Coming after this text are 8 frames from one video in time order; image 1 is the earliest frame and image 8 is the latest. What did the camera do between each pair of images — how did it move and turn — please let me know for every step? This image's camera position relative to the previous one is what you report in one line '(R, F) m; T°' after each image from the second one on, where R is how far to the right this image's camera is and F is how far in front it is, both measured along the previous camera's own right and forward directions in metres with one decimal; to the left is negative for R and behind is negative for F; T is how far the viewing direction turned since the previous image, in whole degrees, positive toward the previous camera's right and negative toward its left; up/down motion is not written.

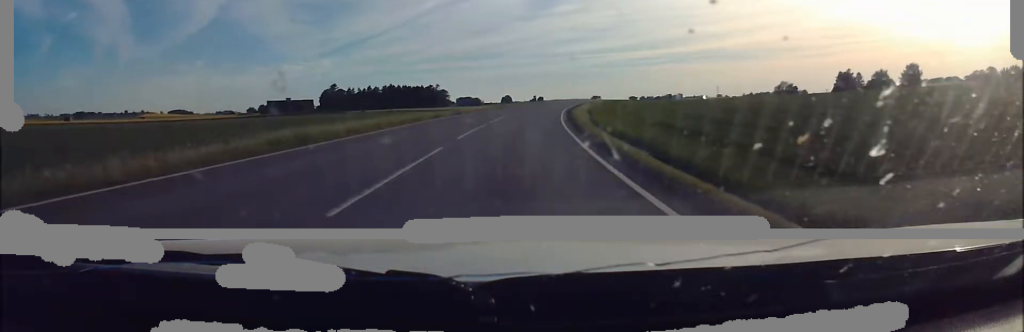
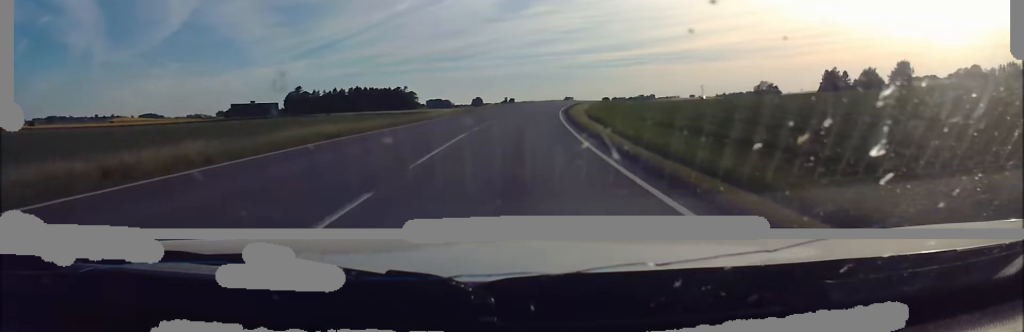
(+0.3, +20.8) m; +3°
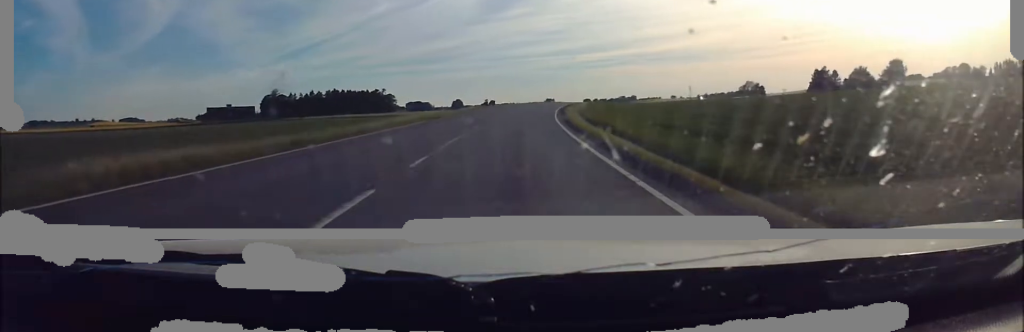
(+0.2, +12.5) m; +2°
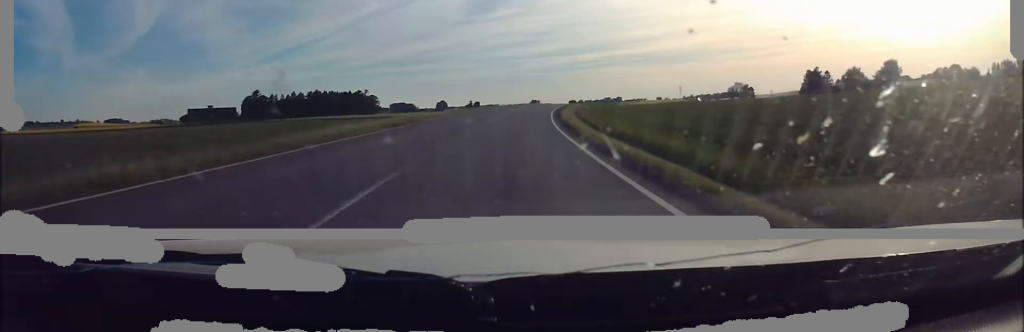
(+0.2, +10.5) m; +1°
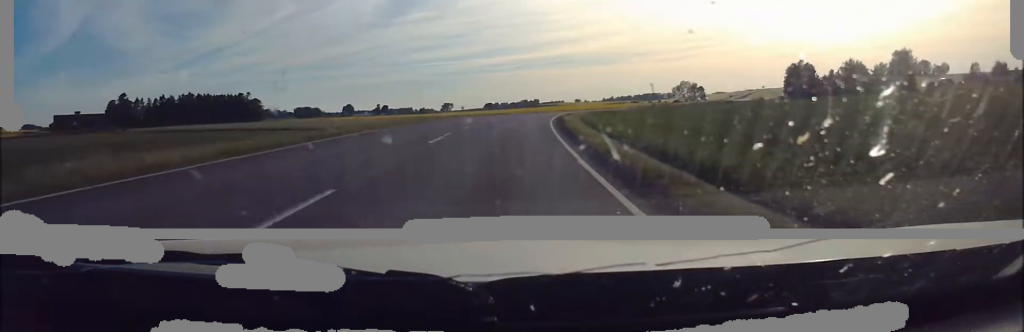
(+1.4, +64.6) m; +2°
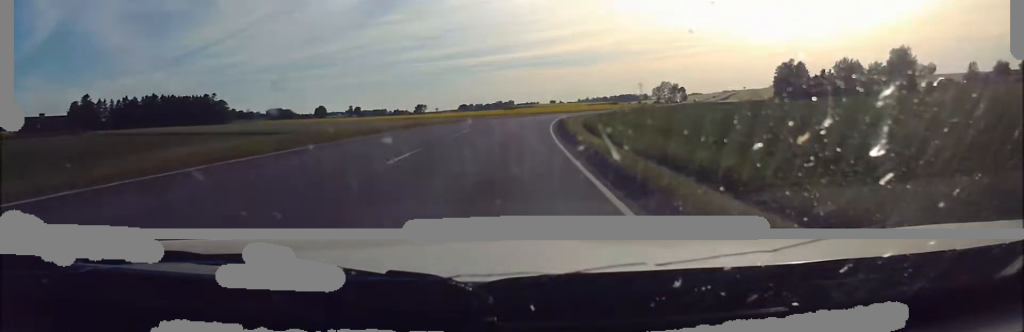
(+0.3, +19.4) m; +2°
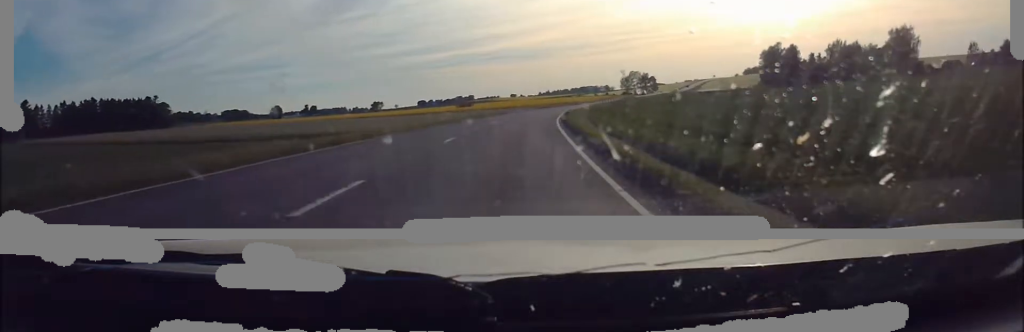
(+1.0, +31.7) m; +5°
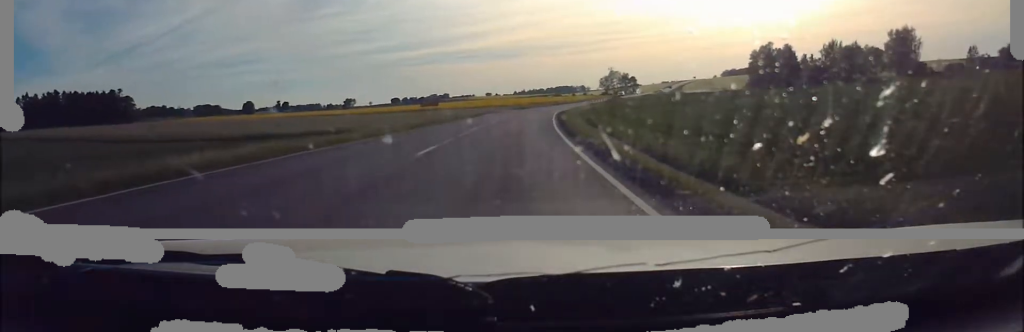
(+0.7, +16.4) m; +4°
